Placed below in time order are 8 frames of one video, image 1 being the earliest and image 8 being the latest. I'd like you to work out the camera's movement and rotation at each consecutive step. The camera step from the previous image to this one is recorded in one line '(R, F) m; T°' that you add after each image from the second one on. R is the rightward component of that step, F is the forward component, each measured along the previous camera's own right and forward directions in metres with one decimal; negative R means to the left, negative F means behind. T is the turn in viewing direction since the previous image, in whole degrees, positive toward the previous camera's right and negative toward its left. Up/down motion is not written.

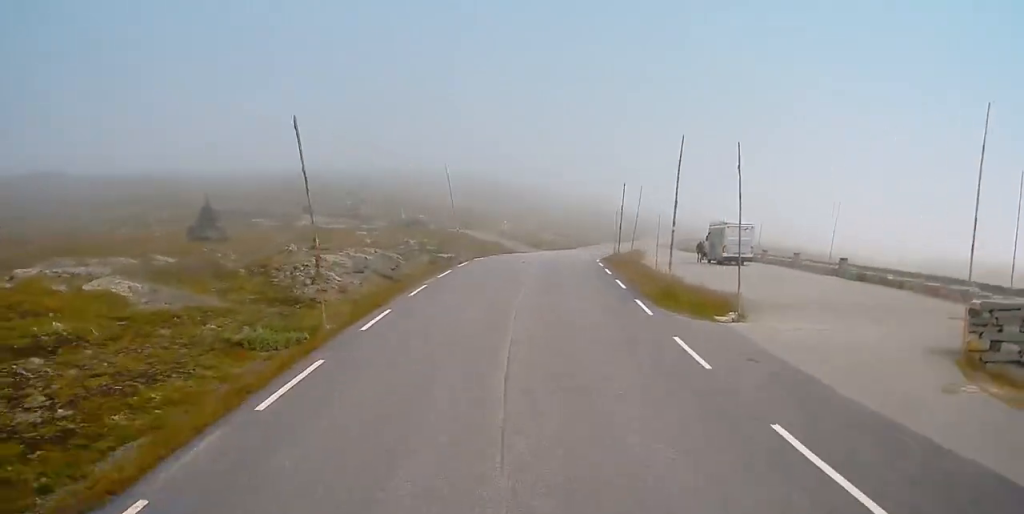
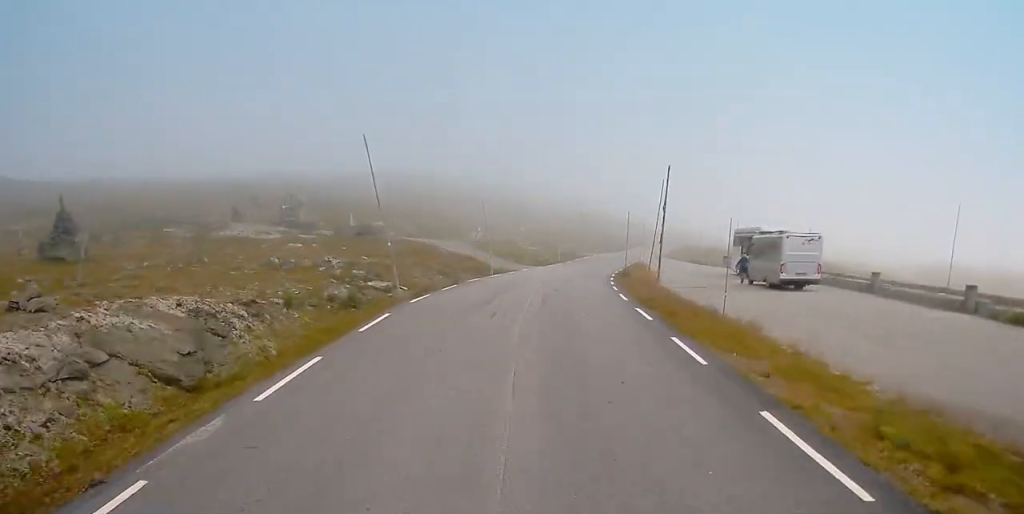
(+0.5, +17.1) m; +1°
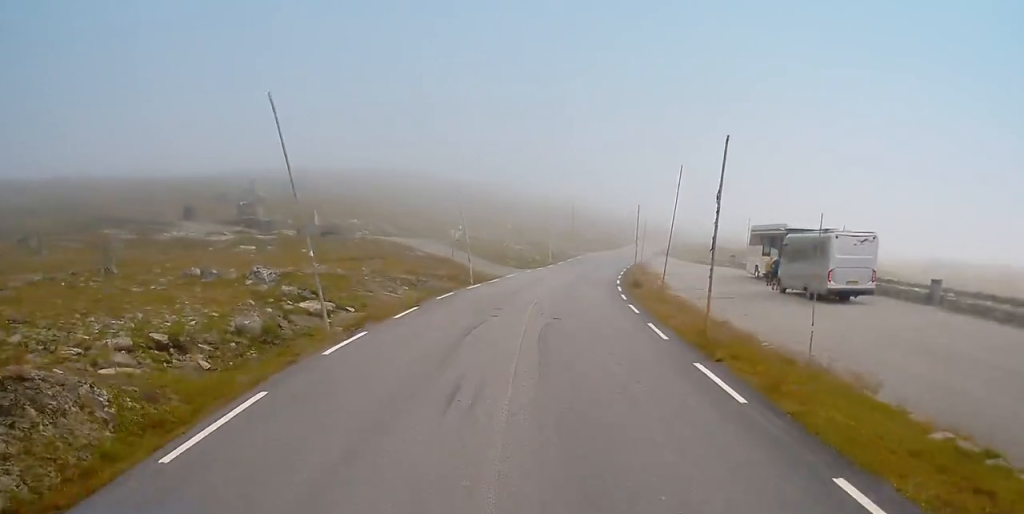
(0.0, +8.1) m; 0°
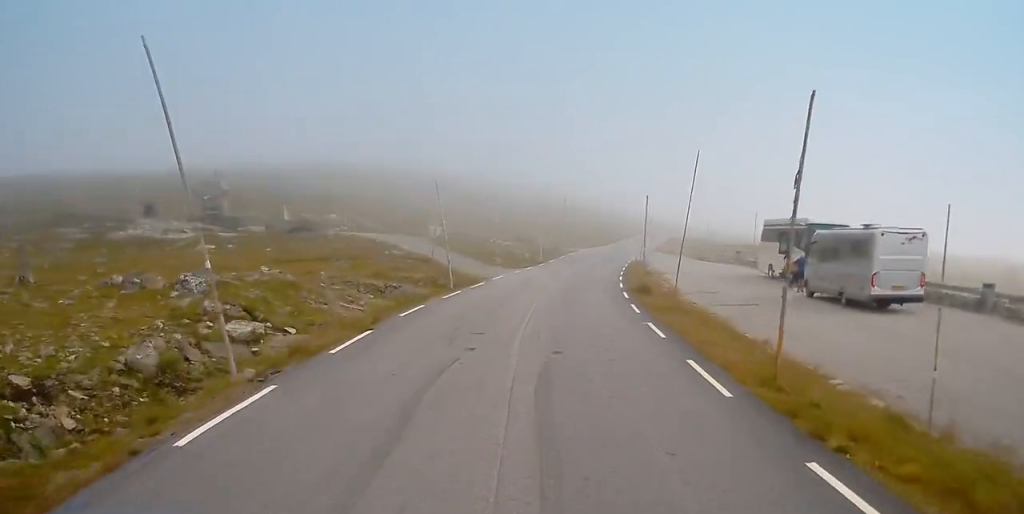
(-0.1, +5.3) m; +2°
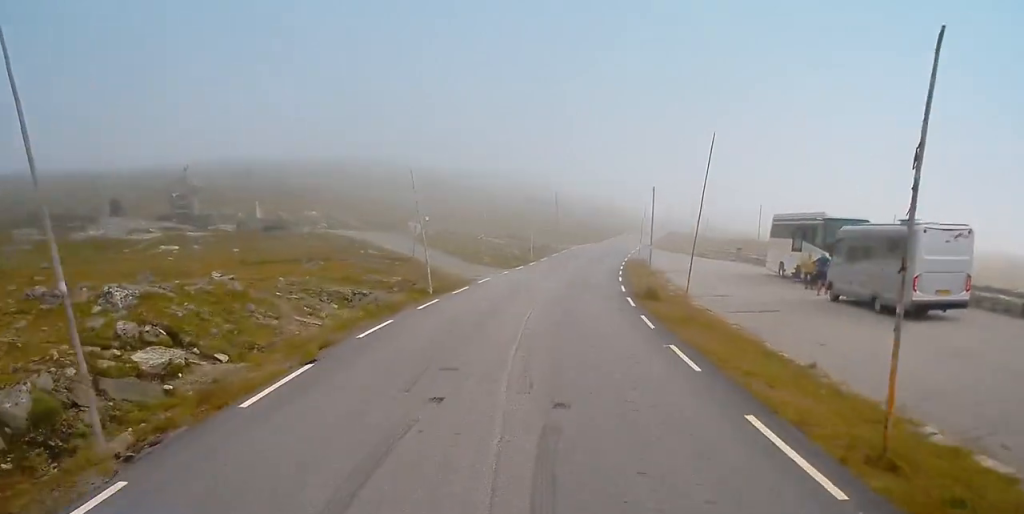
(+0.1, +3.9) m; +1°
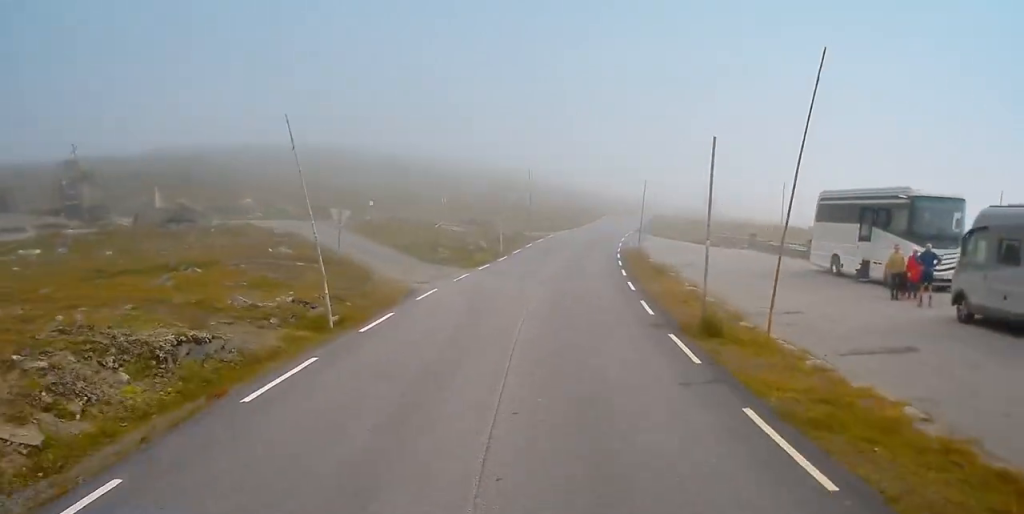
(+0.4, +11.4) m; +2°
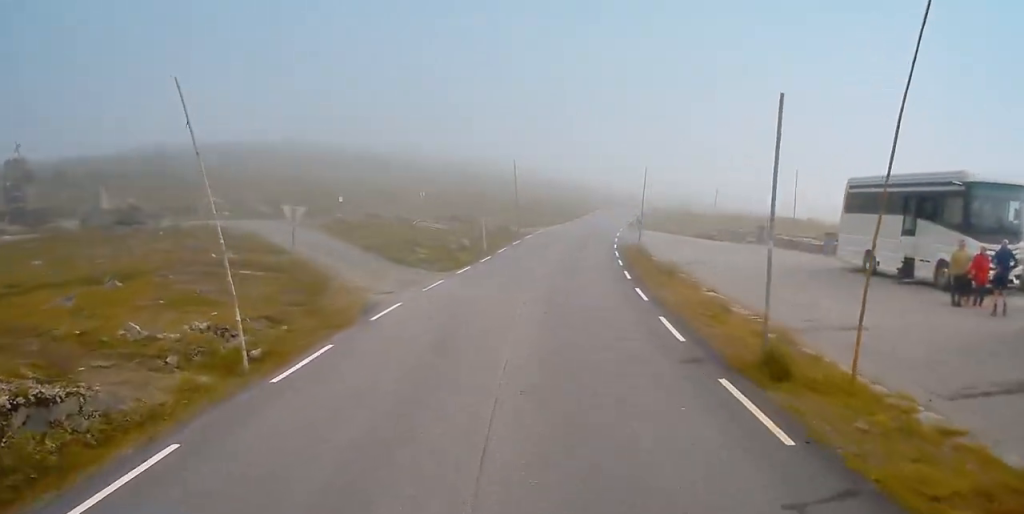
(0.0, +4.7) m; 0°
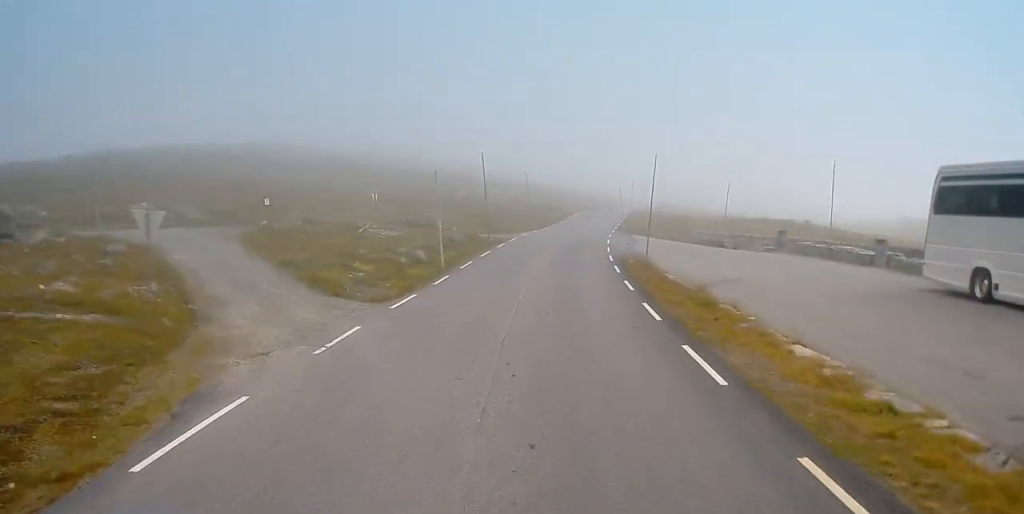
(0.0, +9.5) m; 0°
